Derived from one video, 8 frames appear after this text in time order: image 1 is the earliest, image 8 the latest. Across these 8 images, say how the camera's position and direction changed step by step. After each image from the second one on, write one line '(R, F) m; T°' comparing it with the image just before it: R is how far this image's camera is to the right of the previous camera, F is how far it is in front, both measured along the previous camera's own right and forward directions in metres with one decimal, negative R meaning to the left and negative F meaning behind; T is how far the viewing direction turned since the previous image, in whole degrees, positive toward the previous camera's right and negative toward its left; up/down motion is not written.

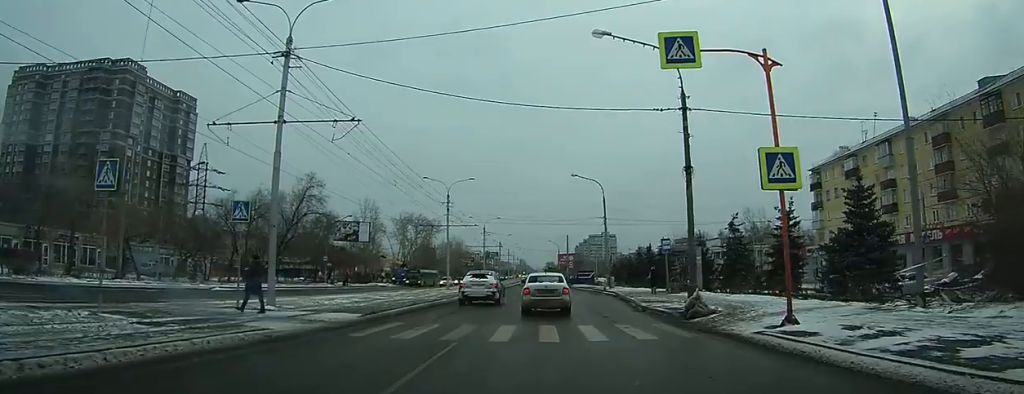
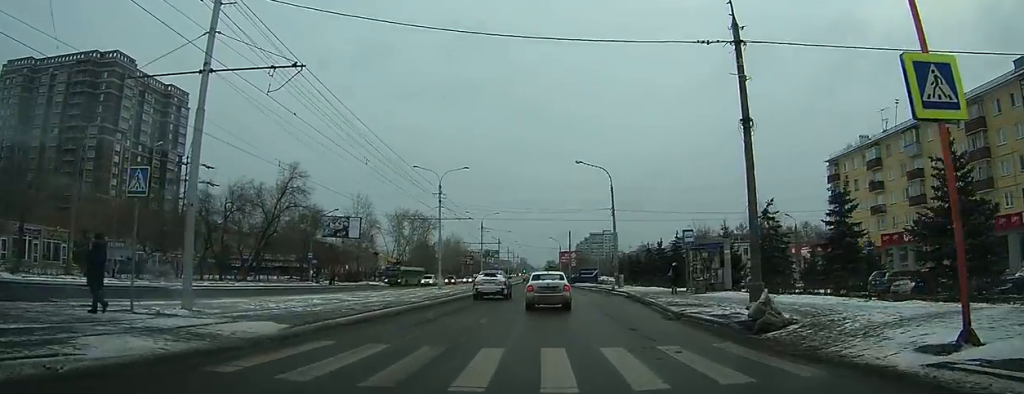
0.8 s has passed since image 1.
(0.0, +6.0) m; -1°
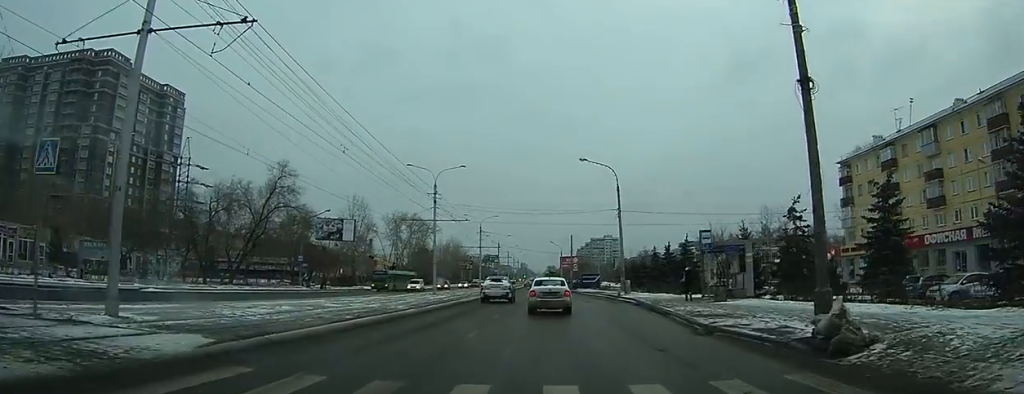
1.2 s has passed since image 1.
(0.0, +3.3) m; -1°
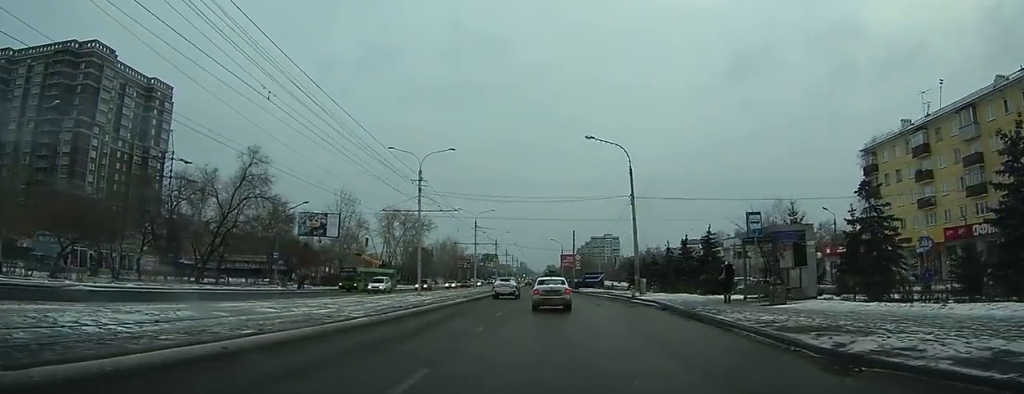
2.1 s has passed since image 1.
(-0.1, +6.4) m; -1°
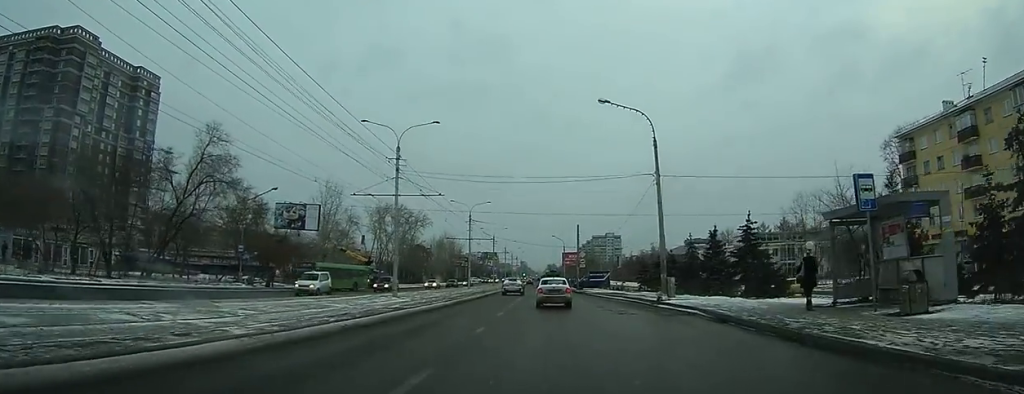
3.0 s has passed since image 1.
(0.0, +6.7) m; 0°
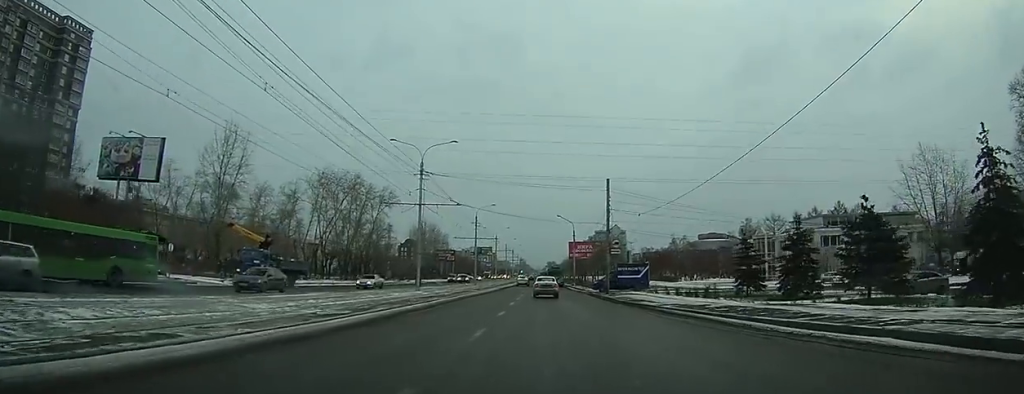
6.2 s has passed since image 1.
(-0.1, +28.4) m; +1°
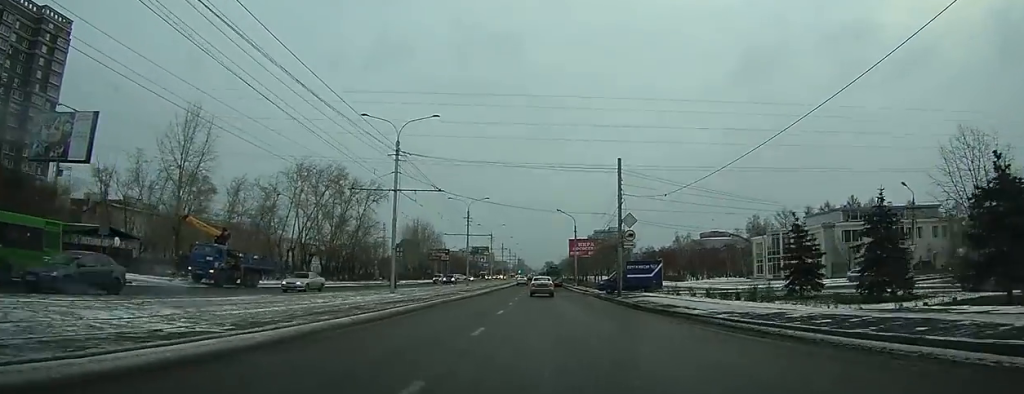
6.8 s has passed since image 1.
(0.0, +7.3) m; +1°
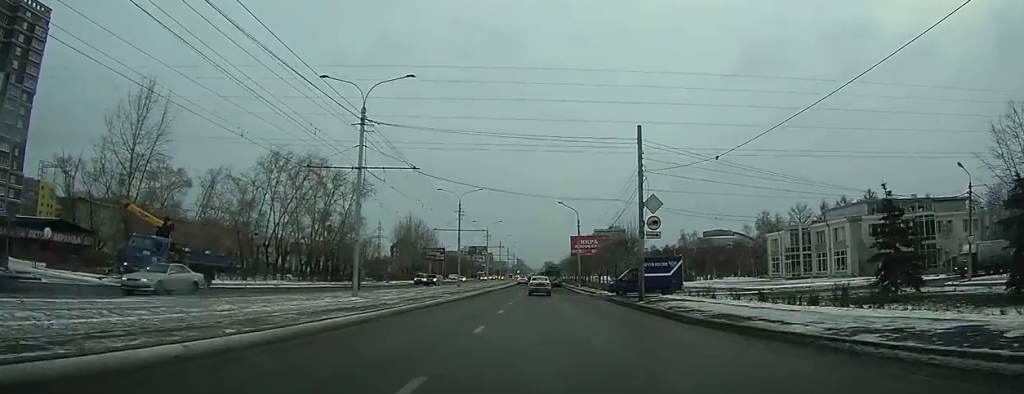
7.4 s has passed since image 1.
(+0.1, +7.8) m; +2°
